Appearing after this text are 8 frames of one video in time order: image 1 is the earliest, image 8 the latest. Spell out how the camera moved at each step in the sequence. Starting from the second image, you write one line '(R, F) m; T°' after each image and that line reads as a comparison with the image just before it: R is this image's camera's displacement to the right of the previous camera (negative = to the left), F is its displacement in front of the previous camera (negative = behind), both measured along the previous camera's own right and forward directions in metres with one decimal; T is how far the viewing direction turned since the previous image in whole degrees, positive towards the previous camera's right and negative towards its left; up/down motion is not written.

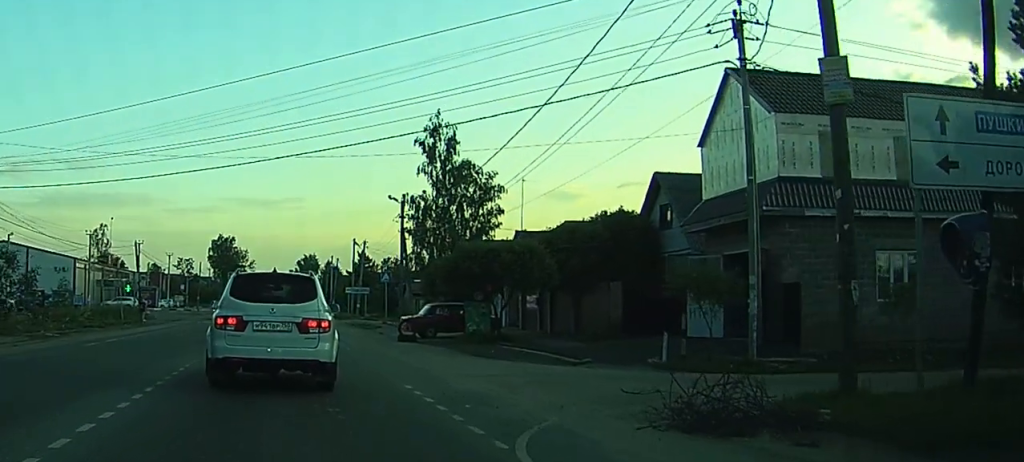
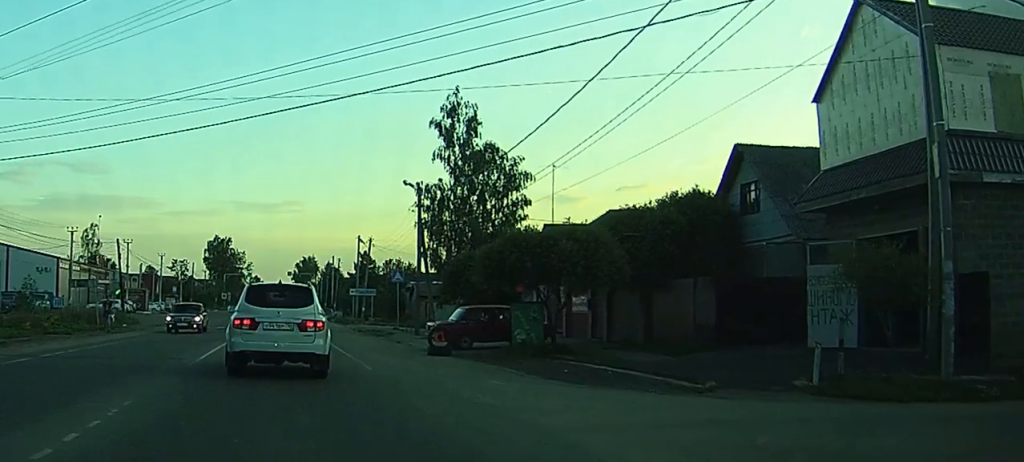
(+0.5, +7.7) m; +1°
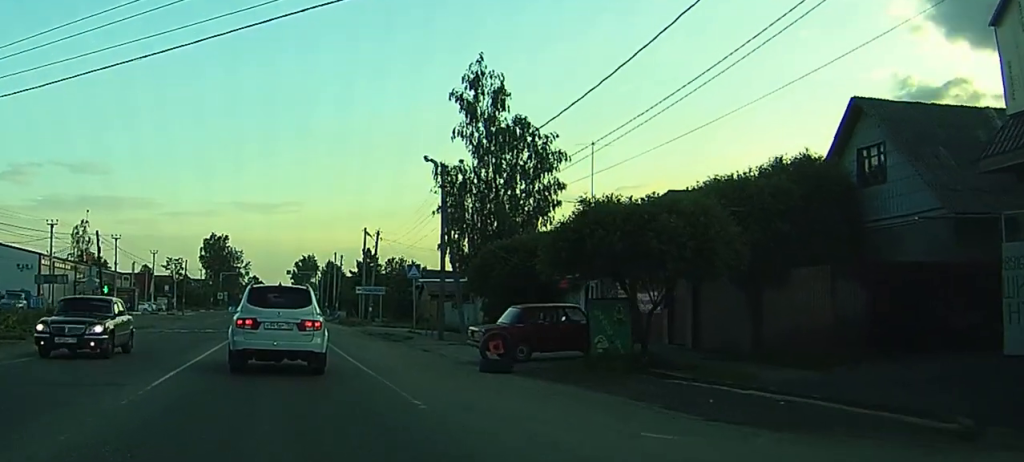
(-0.1, +6.7) m; +1°
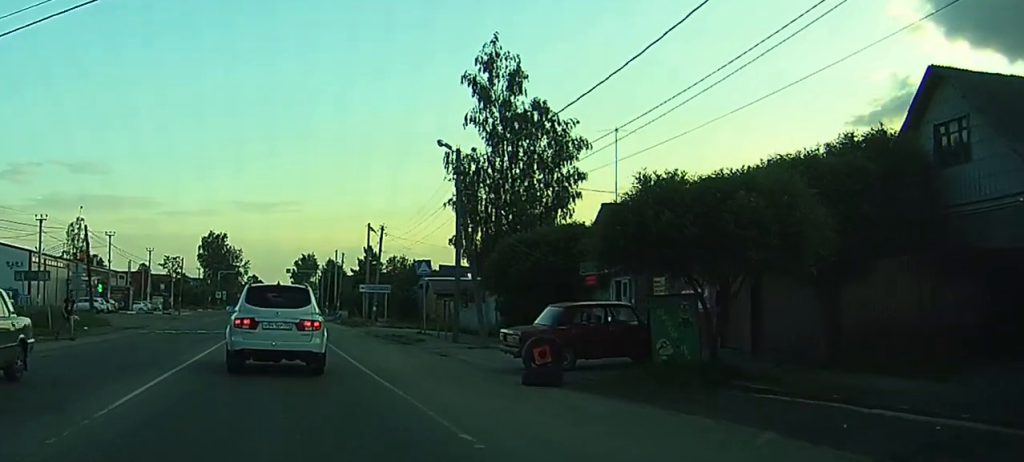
(+0.1, +2.9) m; +2°
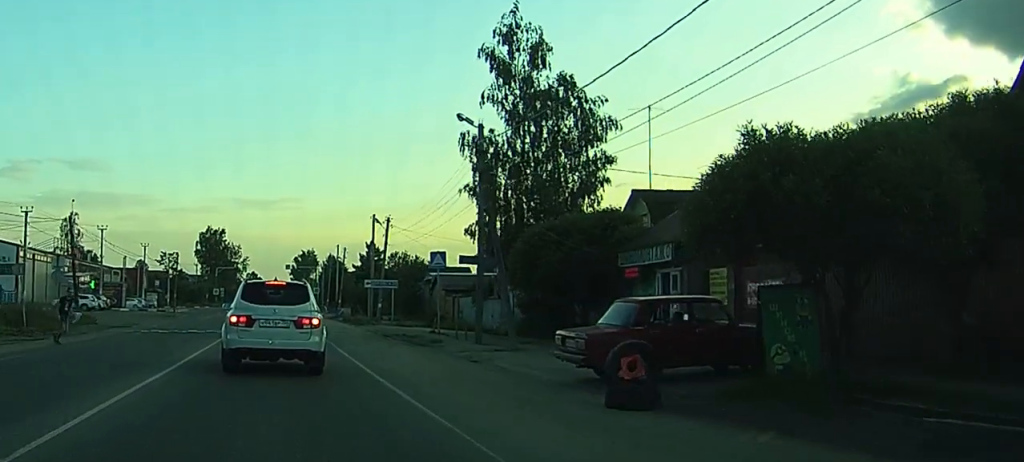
(+0.1, +3.5) m; +1°
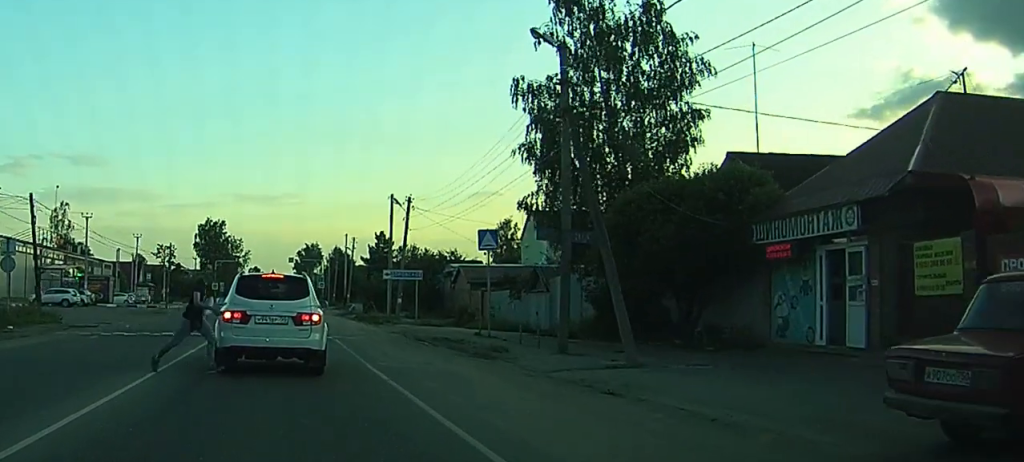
(0.0, +8.4) m; -2°
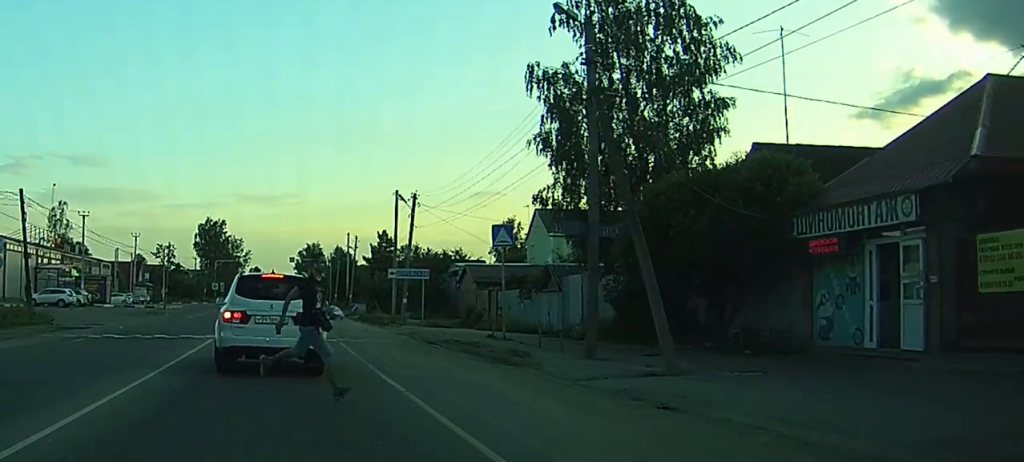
(-0.1, +2.0) m; -1°
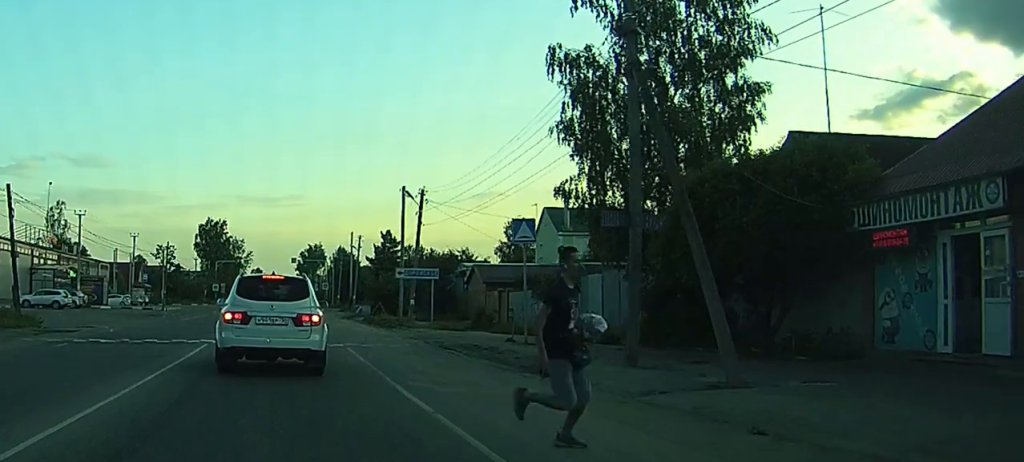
(0.0, +2.6) m; -1°
